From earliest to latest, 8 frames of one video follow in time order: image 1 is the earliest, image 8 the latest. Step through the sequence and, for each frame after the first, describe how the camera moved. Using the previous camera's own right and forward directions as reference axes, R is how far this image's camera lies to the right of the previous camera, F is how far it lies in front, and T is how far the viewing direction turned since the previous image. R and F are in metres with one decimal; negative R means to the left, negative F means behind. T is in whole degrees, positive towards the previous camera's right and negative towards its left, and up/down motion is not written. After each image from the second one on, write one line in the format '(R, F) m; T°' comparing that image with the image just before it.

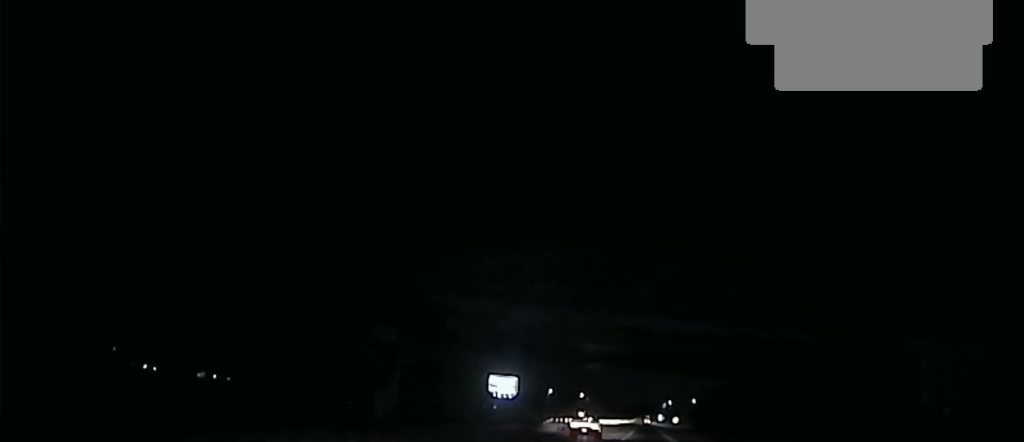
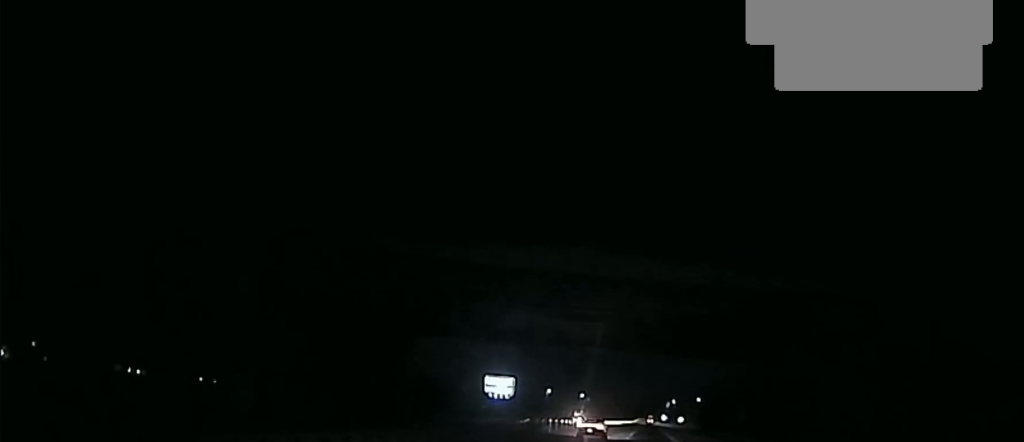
(+0.1, +20.3) m; 0°
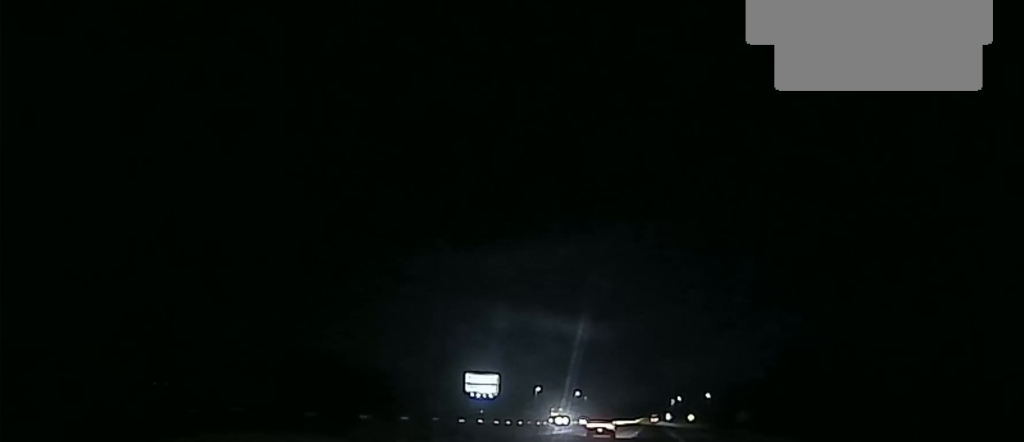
(+0.1, +48.7) m; 0°
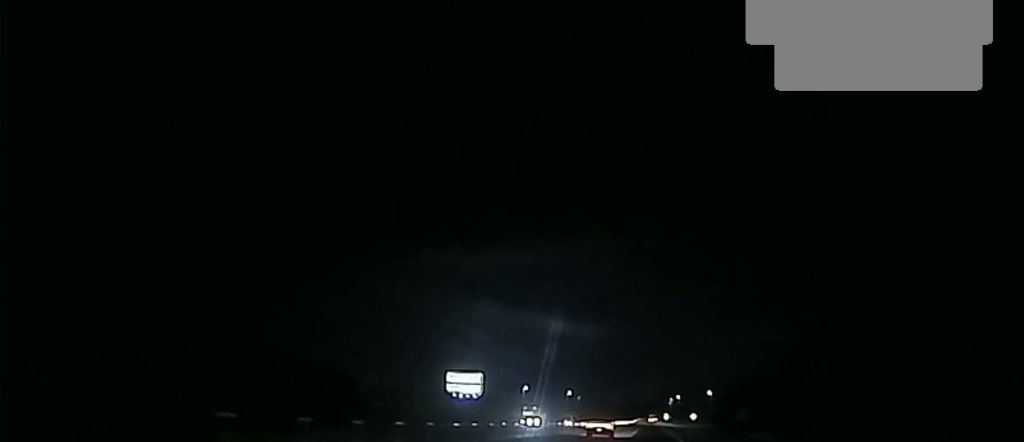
(0.0, +24.8) m; 0°
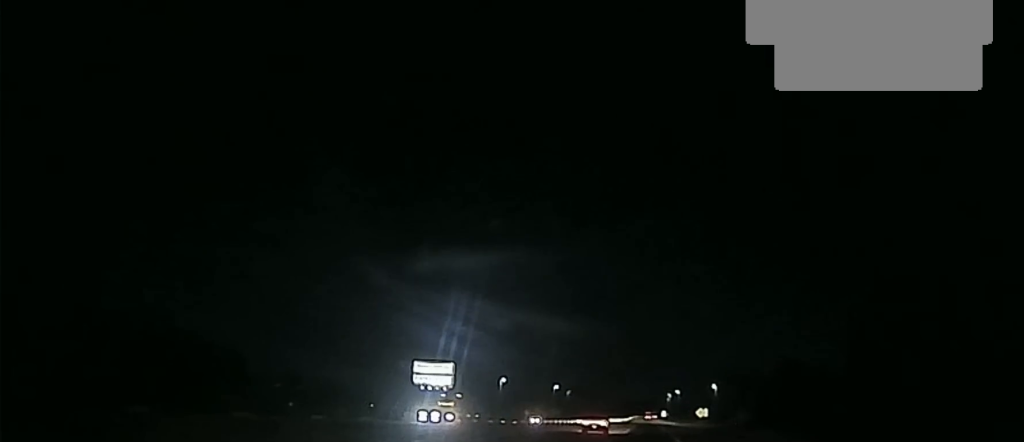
(+0.1, +39.8) m; 0°
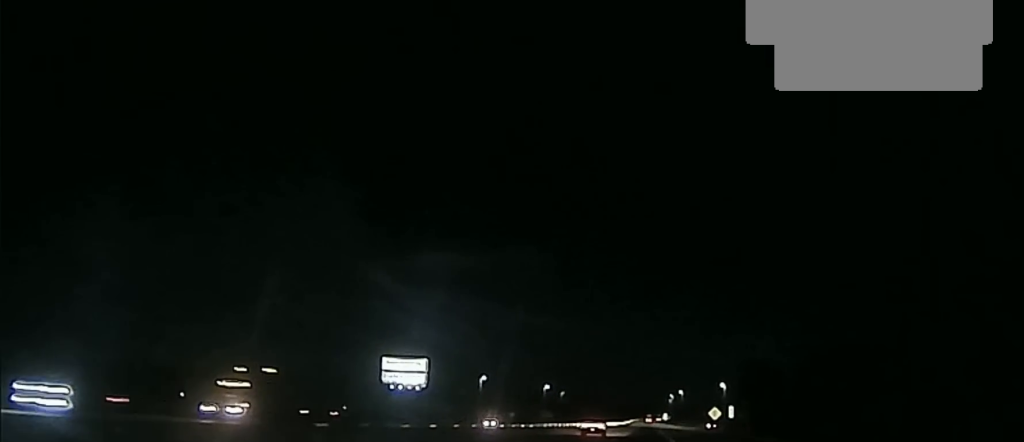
(0.0, +36.0) m; 0°
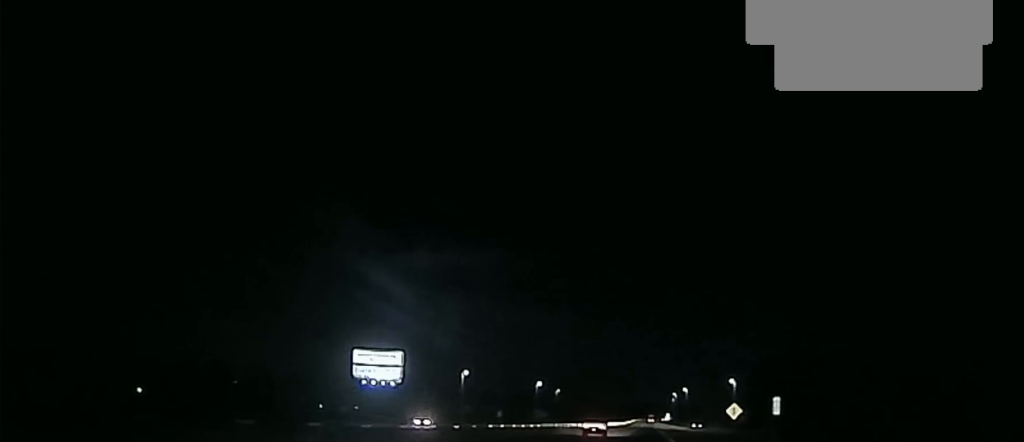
(0.0, +32.5) m; 0°
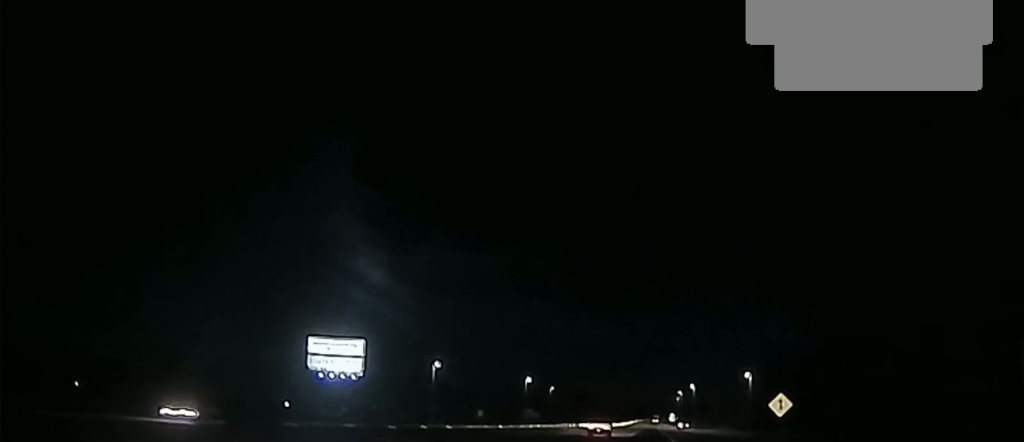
(-0.1, +36.4) m; -1°
